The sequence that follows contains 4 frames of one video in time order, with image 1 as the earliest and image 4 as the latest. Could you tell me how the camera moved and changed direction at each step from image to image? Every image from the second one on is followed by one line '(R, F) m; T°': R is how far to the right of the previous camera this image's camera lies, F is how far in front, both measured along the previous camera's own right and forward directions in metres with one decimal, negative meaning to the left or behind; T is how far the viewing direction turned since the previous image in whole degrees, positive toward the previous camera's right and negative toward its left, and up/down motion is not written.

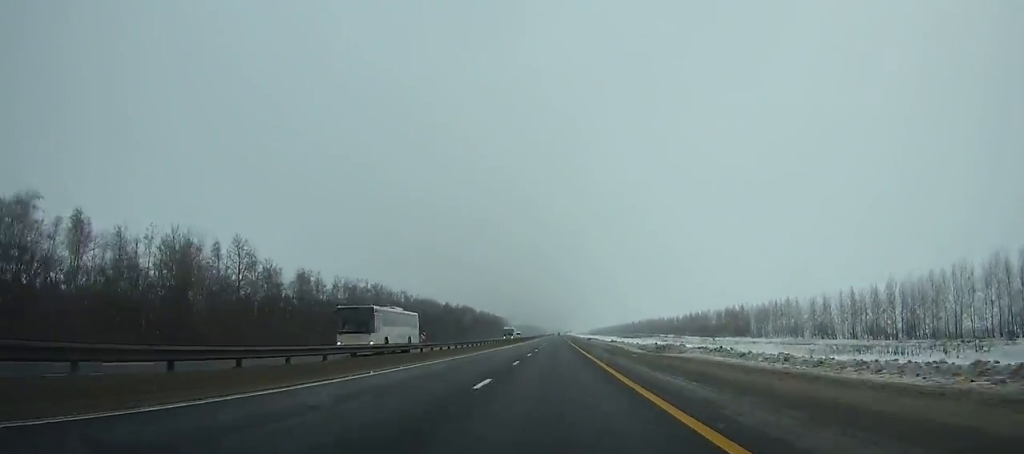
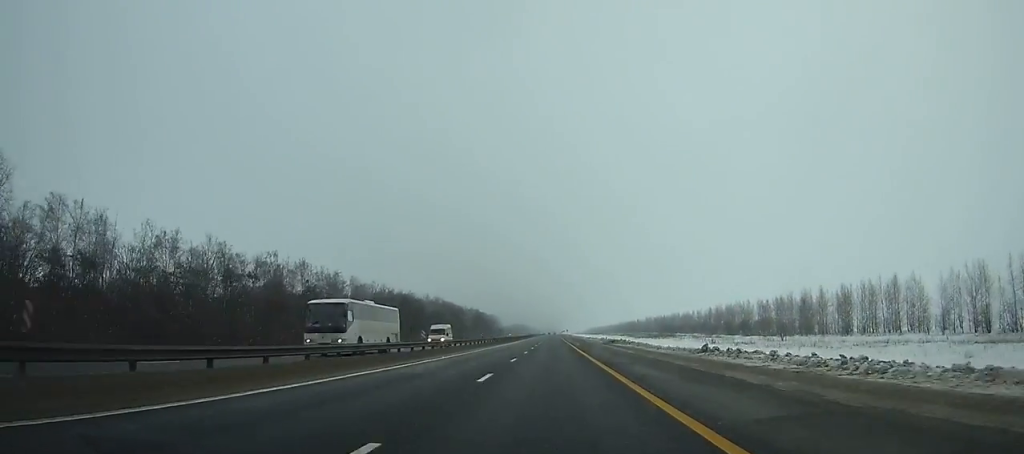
(0.0, +57.8) m; 0°
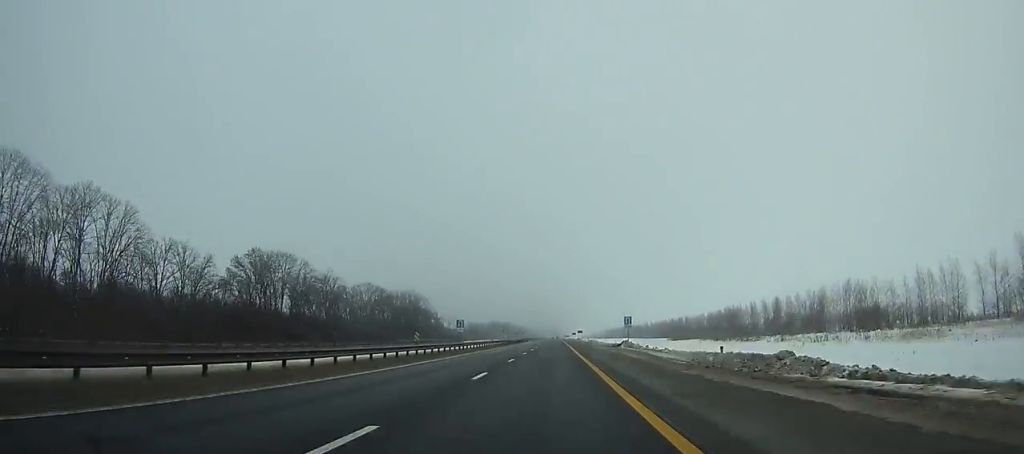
(+1.6, +323.6) m; 0°
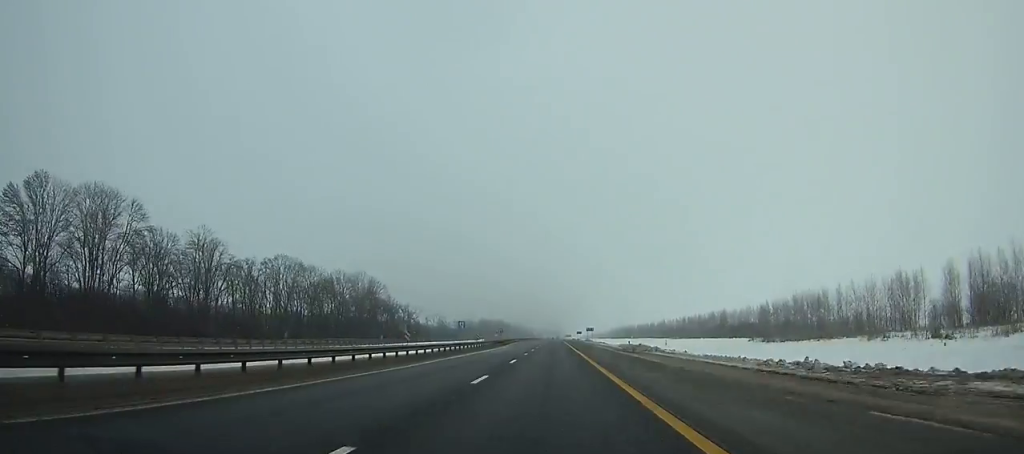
(-0.2, +62.2) m; 0°
